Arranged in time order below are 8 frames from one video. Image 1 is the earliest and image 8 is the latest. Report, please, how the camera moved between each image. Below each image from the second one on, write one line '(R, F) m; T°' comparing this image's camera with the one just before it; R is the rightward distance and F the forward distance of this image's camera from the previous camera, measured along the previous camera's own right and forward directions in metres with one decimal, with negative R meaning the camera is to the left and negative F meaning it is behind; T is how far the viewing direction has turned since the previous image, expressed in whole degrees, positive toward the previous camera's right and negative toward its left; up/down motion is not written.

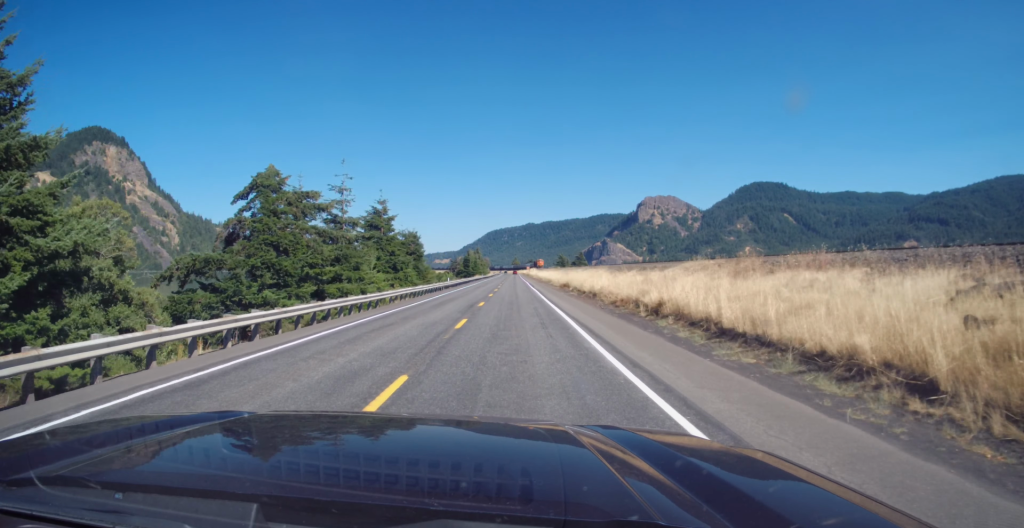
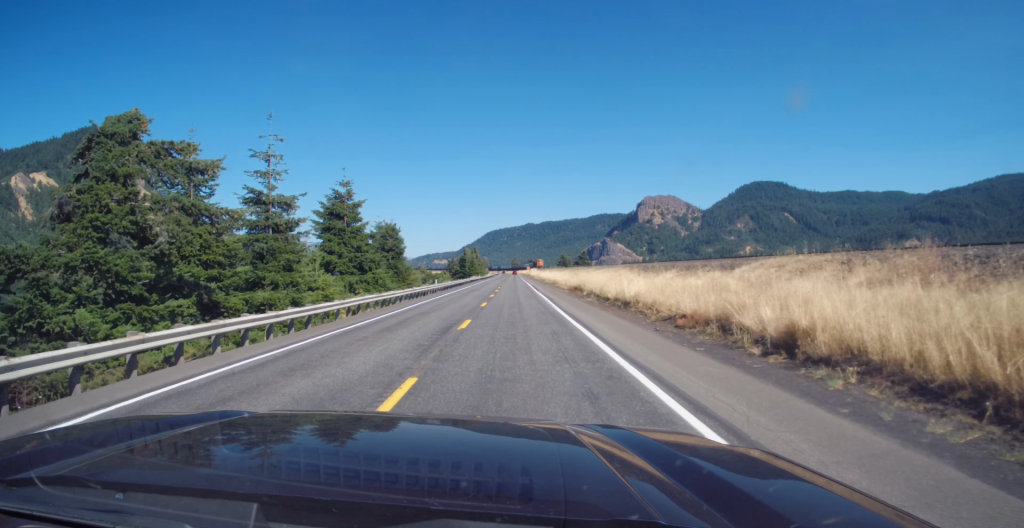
(0.0, +12.2) m; 0°
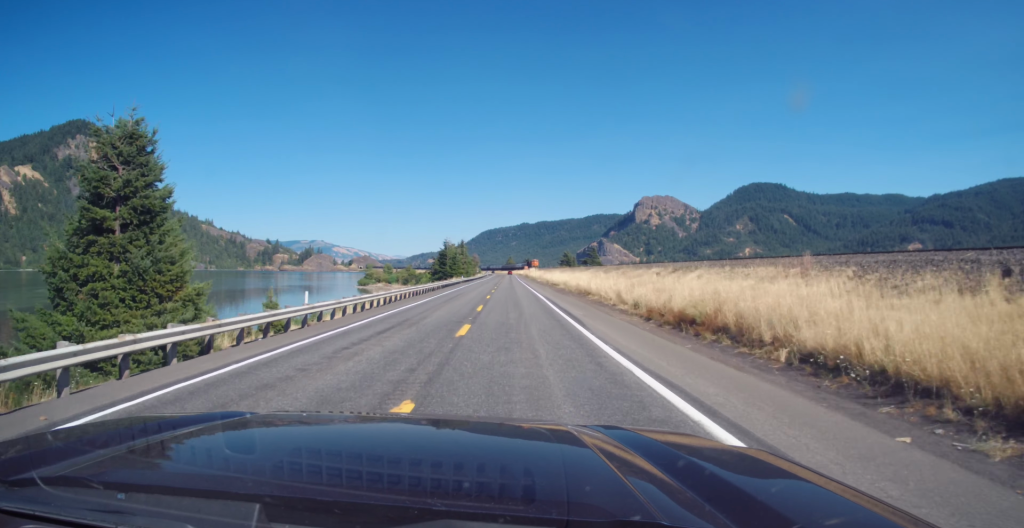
(0.0, +38.6) m; +1°
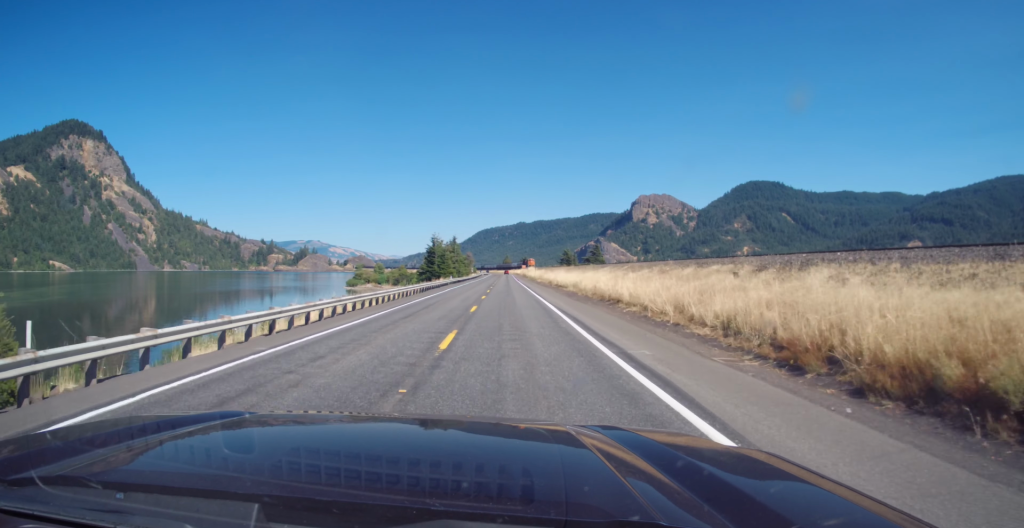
(0.0, +14.6) m; 0°
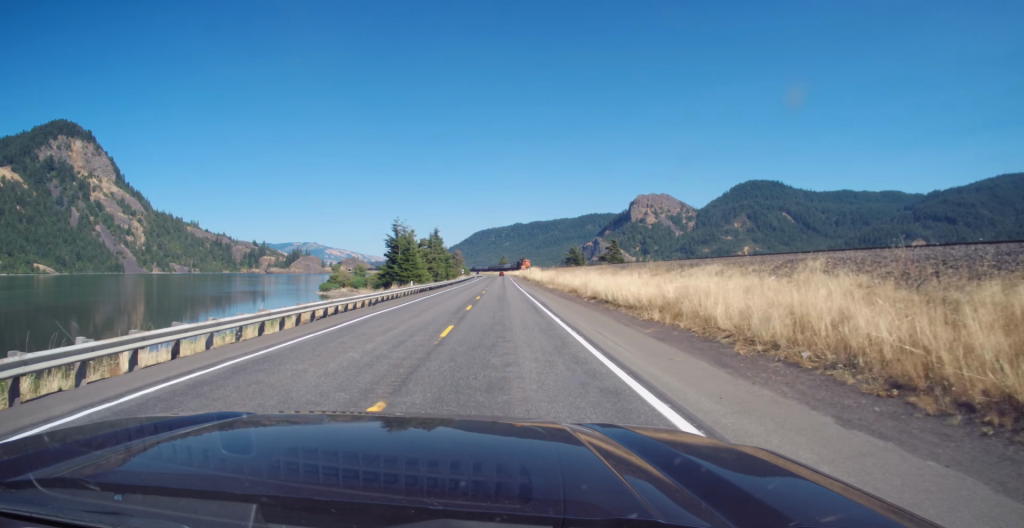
(+0.2, +34.0) m; 0°
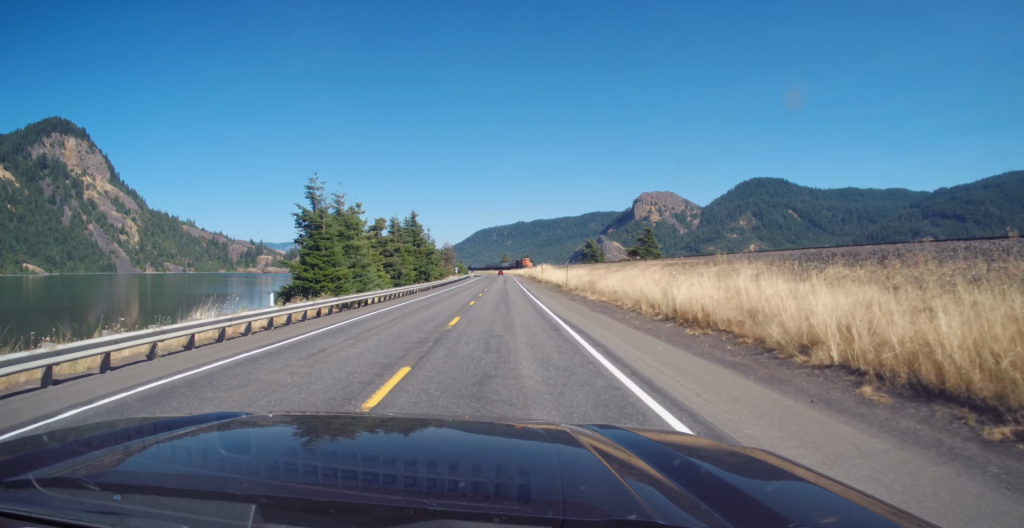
(-0.1, +32.6) m; 0°
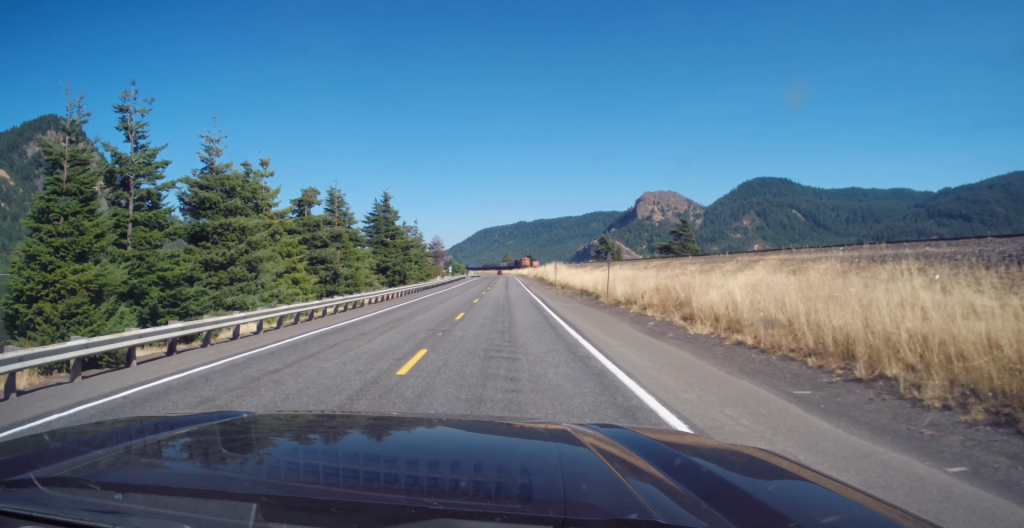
(+0.1, +22.3) m; 0°
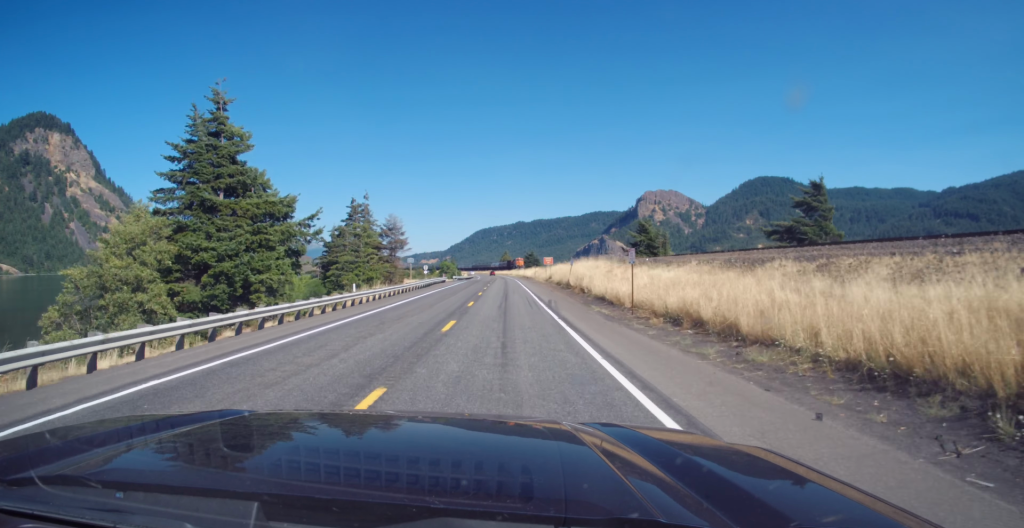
(+0.1, +40.4) m; 0°
